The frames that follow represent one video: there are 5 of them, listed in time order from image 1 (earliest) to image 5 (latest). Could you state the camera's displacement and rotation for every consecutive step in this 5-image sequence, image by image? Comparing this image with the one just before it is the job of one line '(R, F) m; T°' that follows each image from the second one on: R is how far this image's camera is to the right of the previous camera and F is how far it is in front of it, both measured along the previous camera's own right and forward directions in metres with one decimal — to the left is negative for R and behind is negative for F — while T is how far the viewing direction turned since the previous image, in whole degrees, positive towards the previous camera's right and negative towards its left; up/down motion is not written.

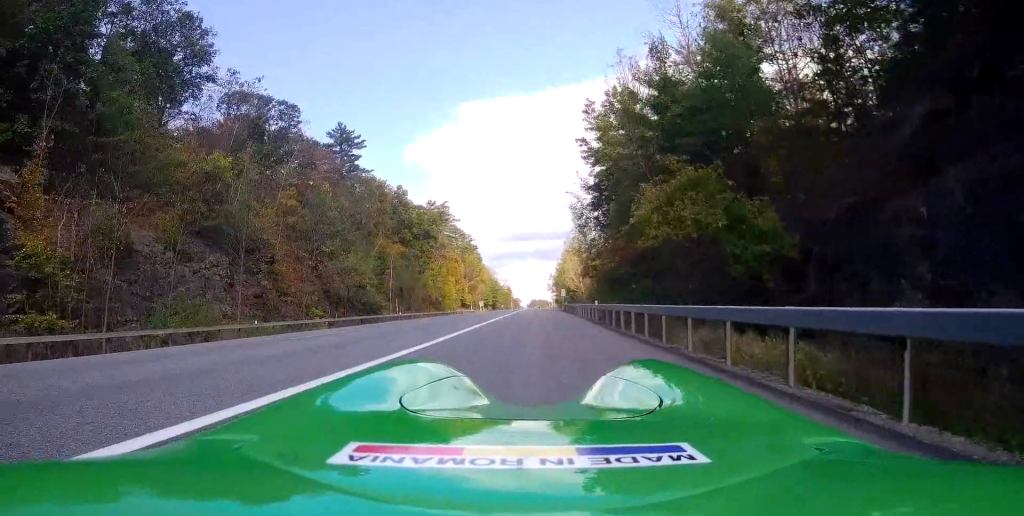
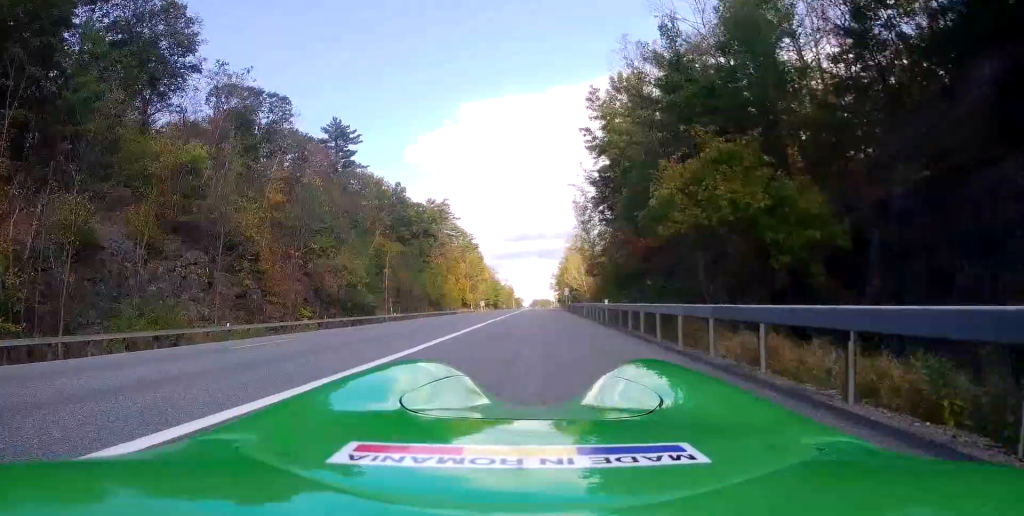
(-0.2, +3.2) m; 0°
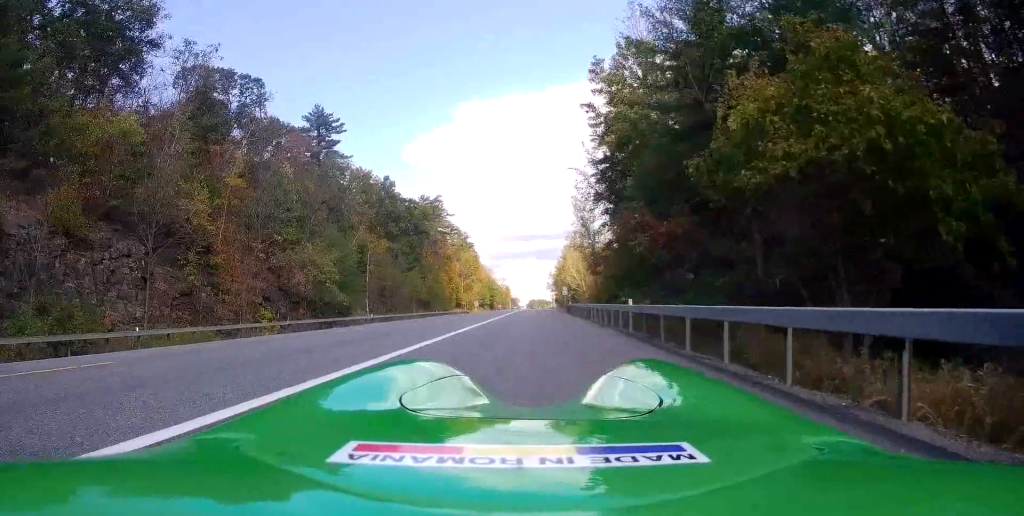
(+0.5, +6.8) m; +1°
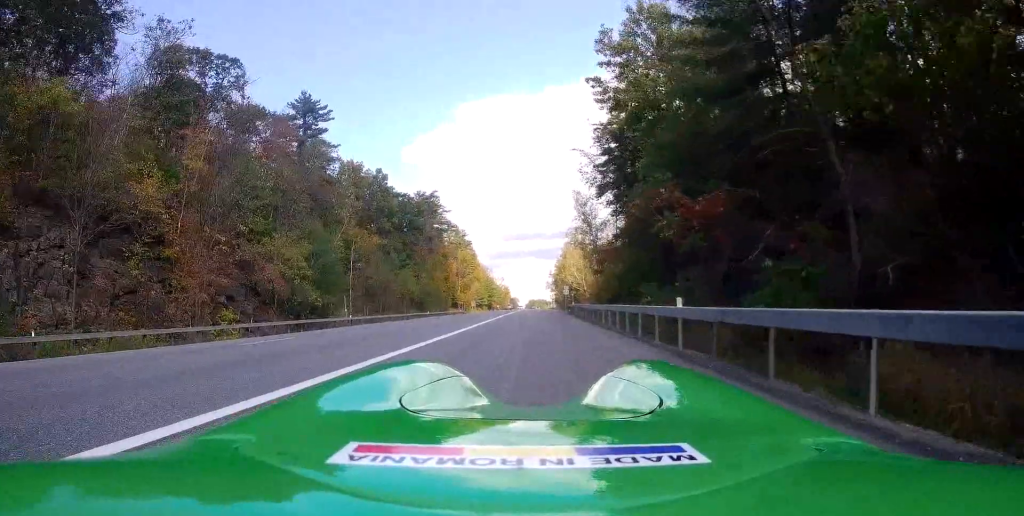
(-0.3, +5.2) m; -3°
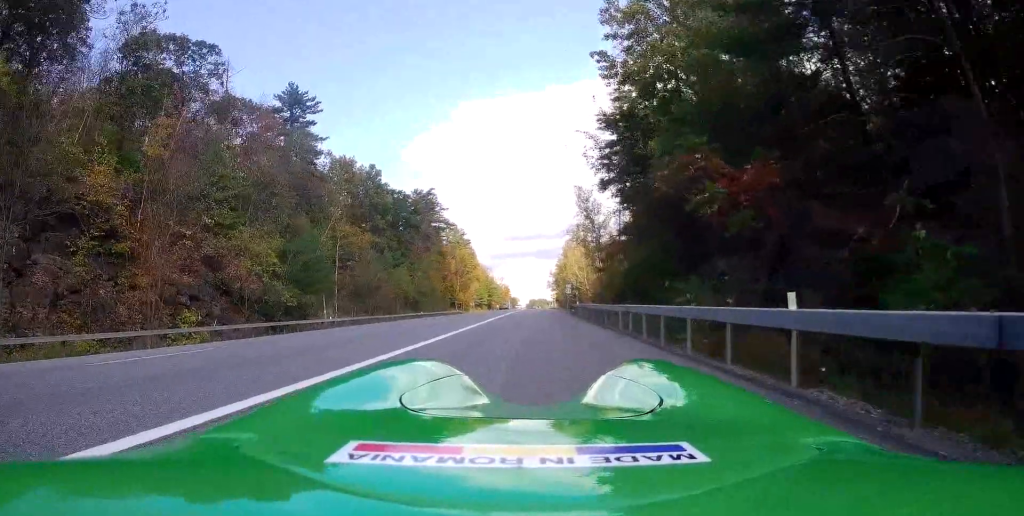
(+0.2, +4.2) m; -3°
